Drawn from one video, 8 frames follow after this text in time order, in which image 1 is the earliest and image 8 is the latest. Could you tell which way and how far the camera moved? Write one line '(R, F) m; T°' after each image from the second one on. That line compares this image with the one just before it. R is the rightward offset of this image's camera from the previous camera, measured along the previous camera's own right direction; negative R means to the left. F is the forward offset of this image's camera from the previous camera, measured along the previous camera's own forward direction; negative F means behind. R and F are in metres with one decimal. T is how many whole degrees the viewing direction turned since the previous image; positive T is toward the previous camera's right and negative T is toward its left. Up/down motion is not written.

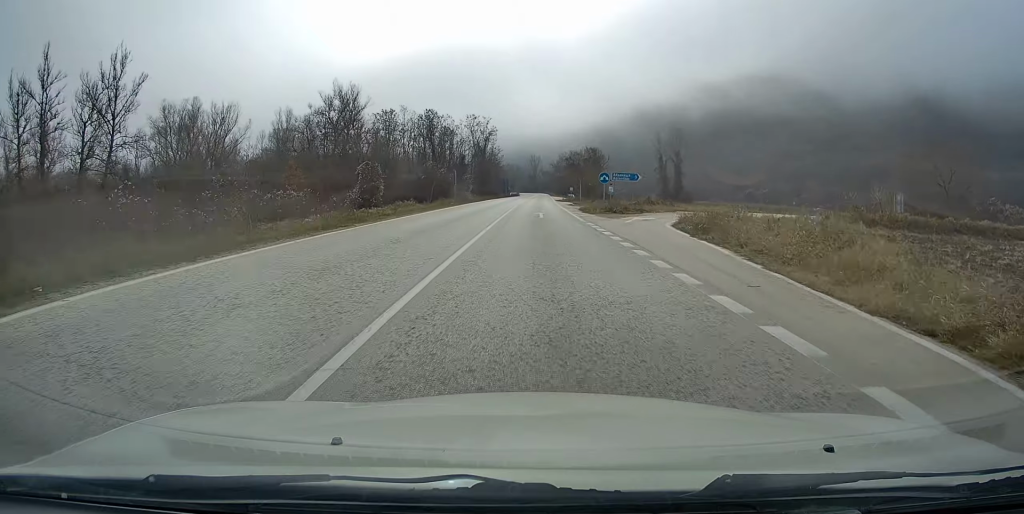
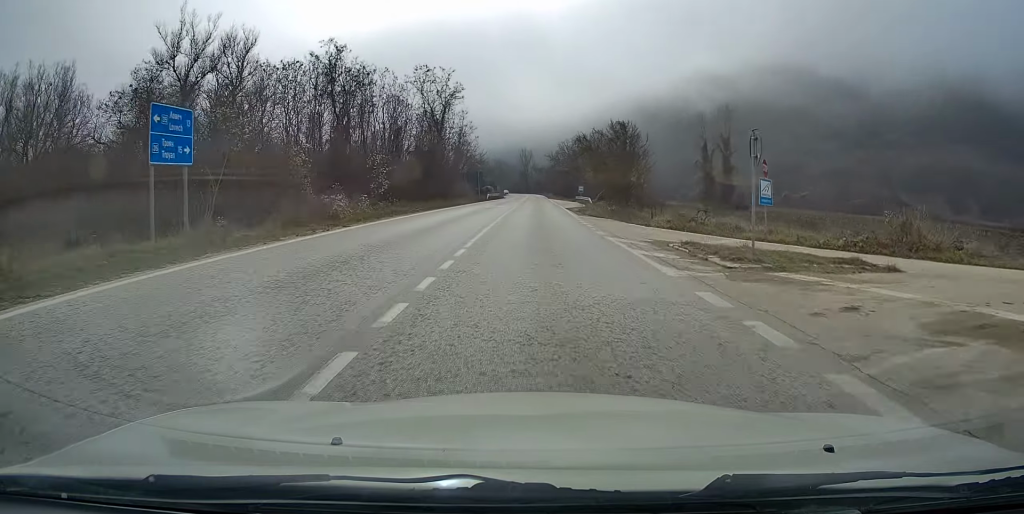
(+0.1, +47.5) m; 0°
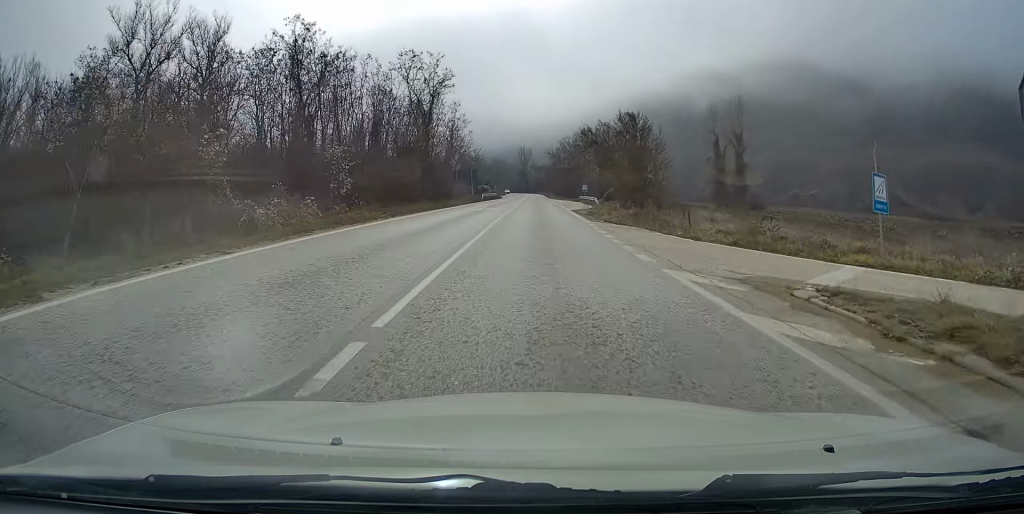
(0.0, +8.0) m; 0°
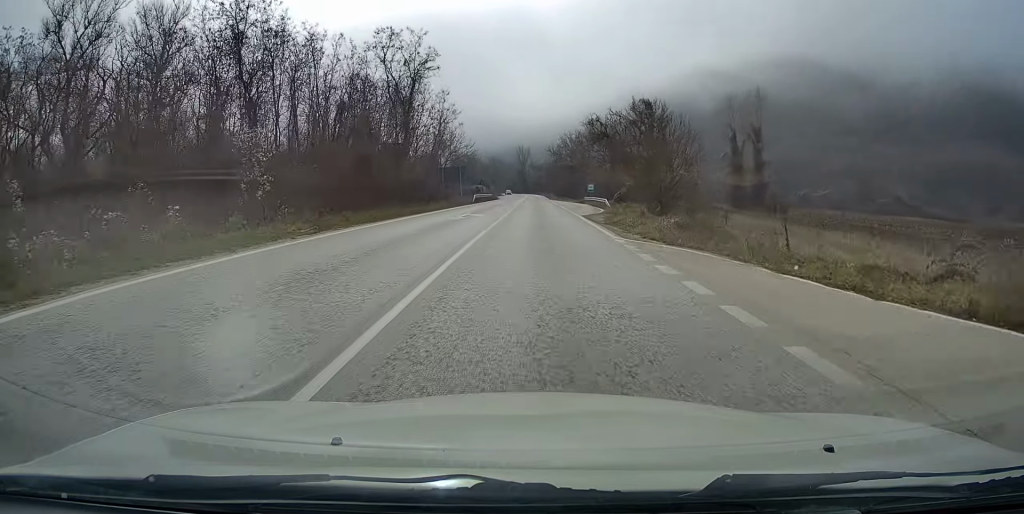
(0.0, +9.9) m; 0°
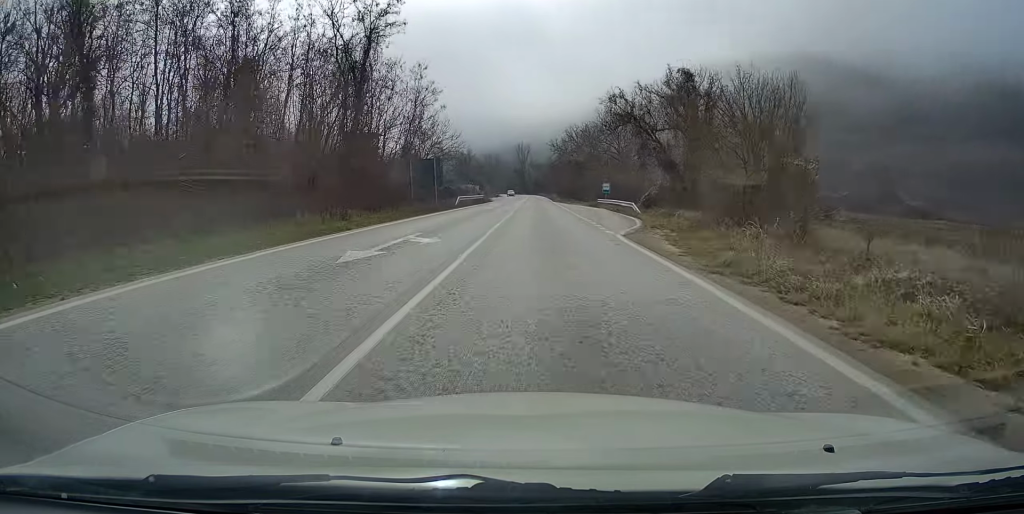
(0.0, +15.4) m; 0°
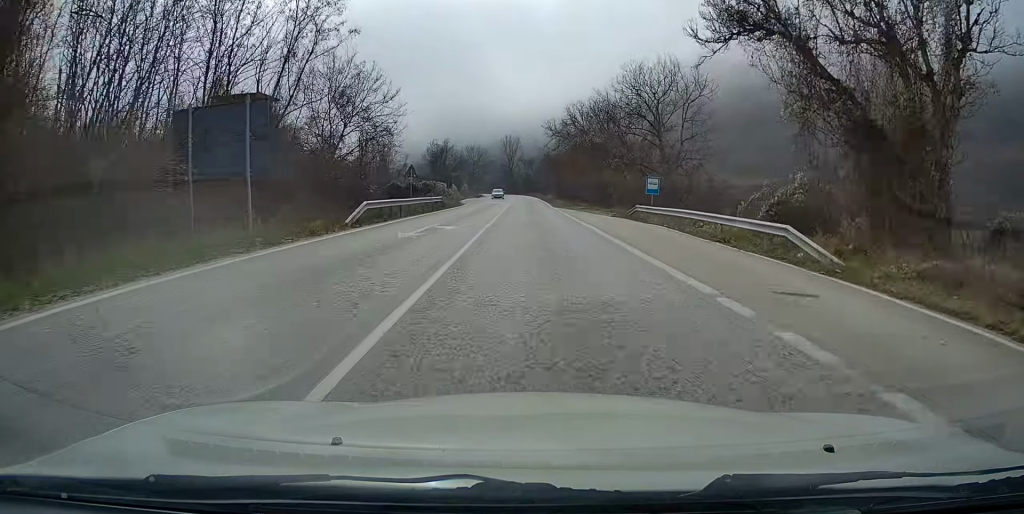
(+0.2, +27.0) m; +1°
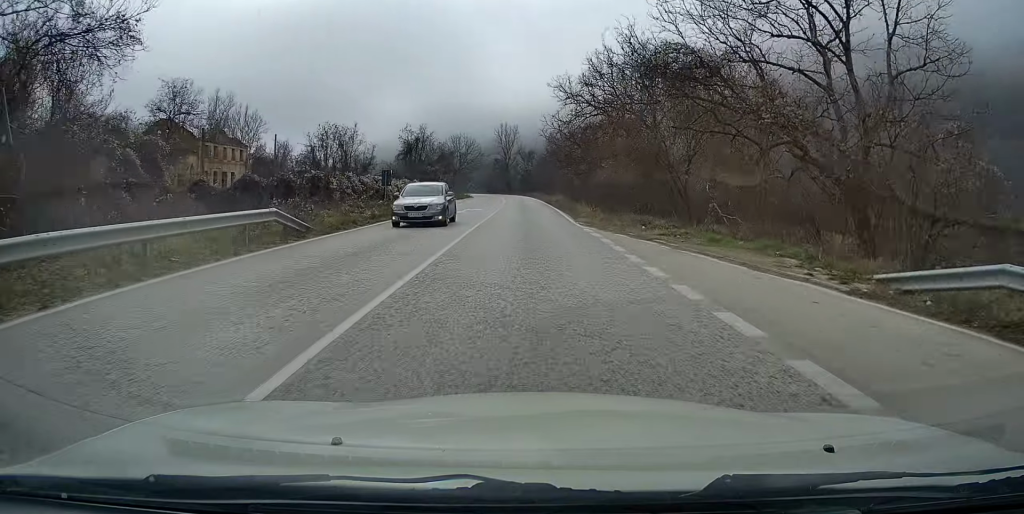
(0.0, +29.3) m; 0°
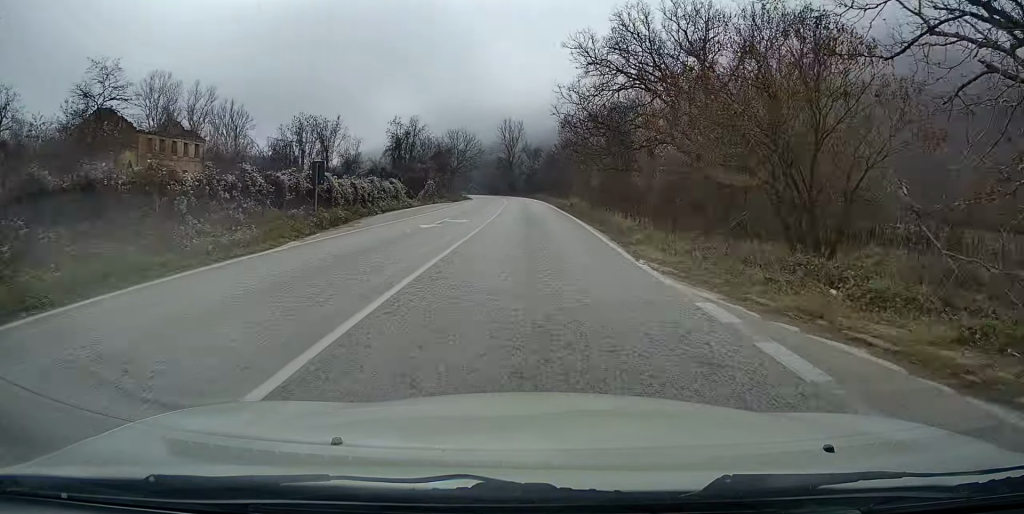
(0.0, +12.8) m; 0°
